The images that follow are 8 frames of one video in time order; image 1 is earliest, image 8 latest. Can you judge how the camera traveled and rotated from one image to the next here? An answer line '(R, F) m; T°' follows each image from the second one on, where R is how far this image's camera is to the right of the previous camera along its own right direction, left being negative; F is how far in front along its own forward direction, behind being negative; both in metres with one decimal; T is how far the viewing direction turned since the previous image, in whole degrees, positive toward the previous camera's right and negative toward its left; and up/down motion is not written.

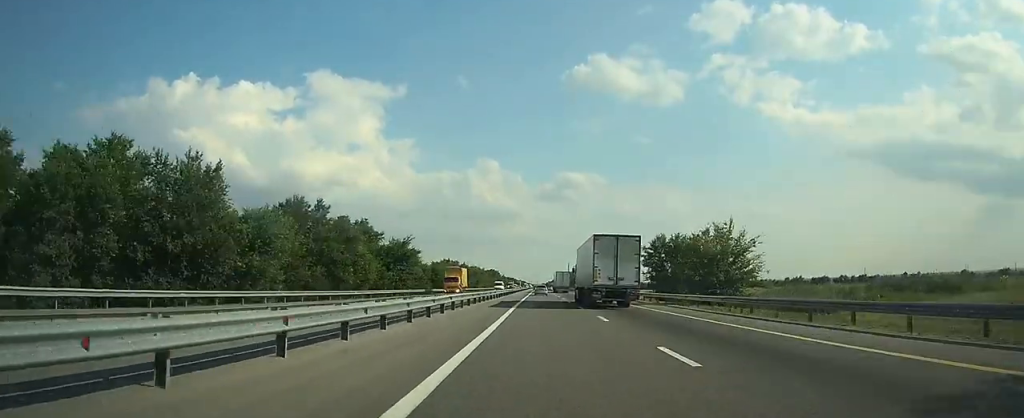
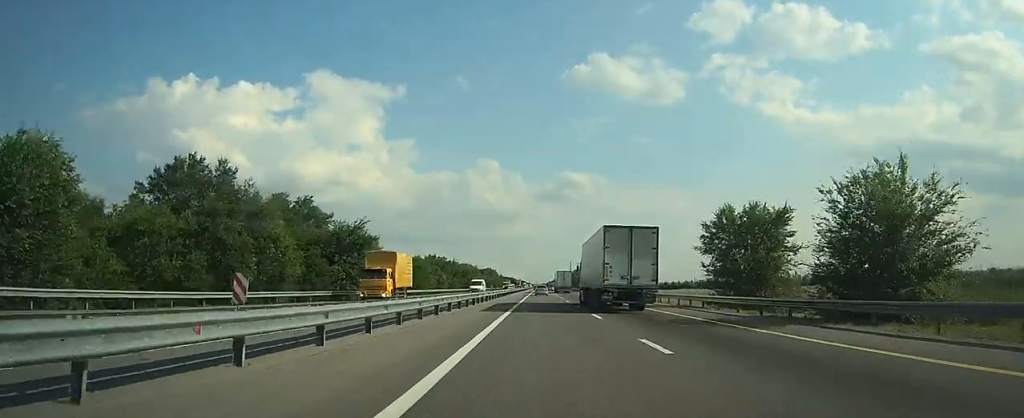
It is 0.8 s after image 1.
(0.0, +22.6) m; 0°
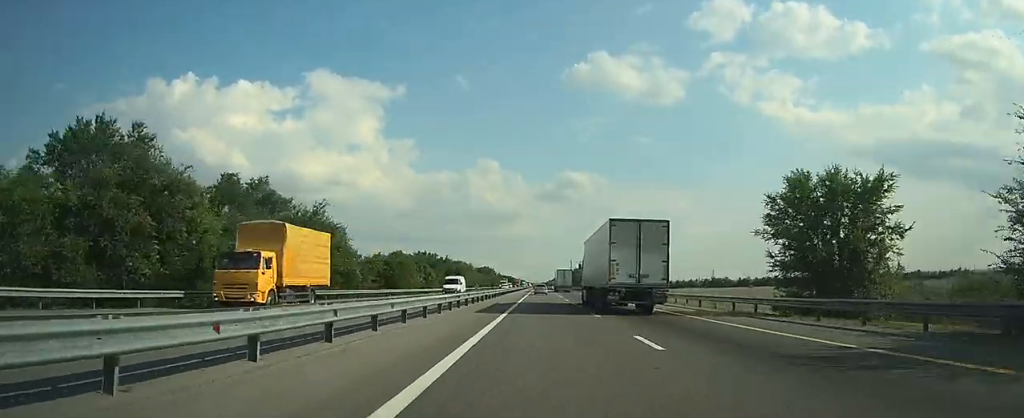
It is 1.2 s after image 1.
(0.0, +11.7) m; 0°
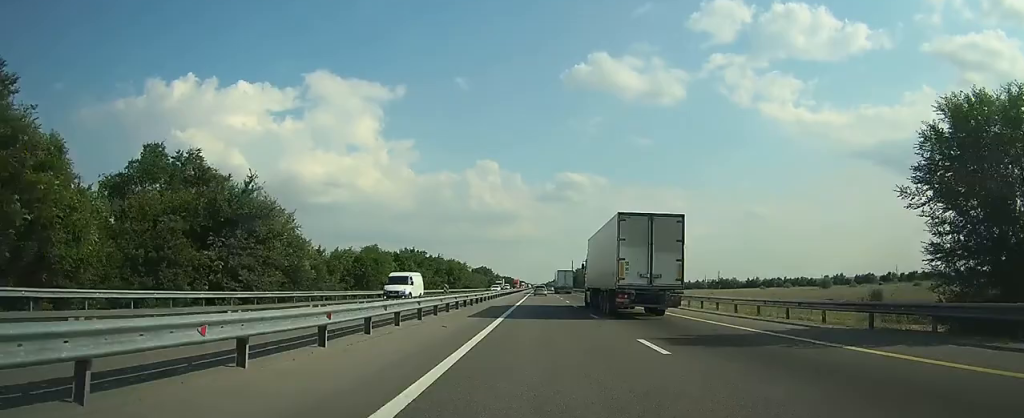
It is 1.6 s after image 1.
(0.0, +12.7) m; 0°
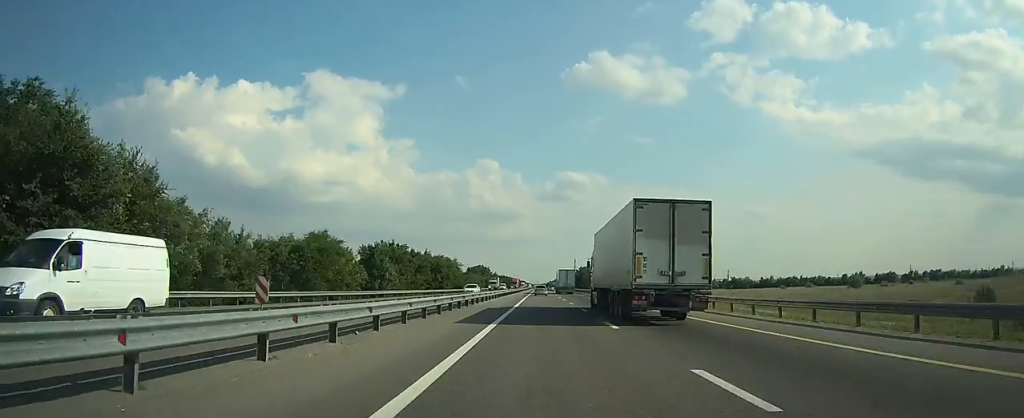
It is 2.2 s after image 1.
(0.0, +17.4) m; 0°
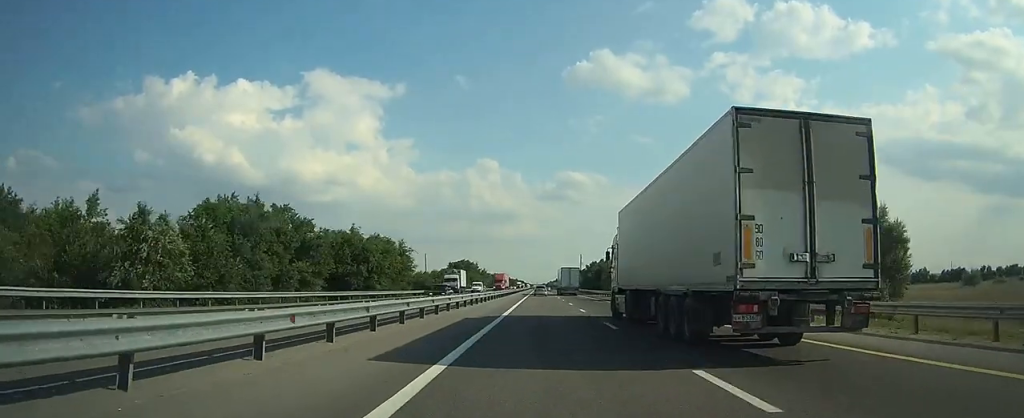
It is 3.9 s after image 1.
(0.0, +48.1) m; 0°
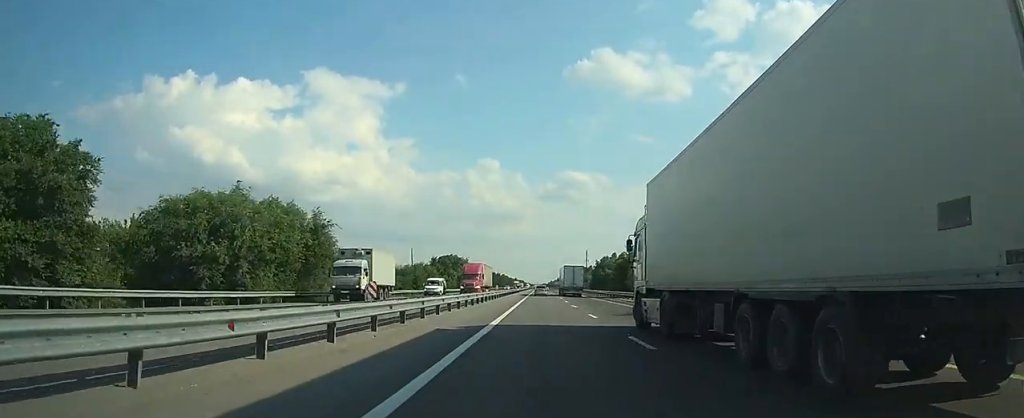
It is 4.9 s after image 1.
(0.0, +29.7) m; 0°
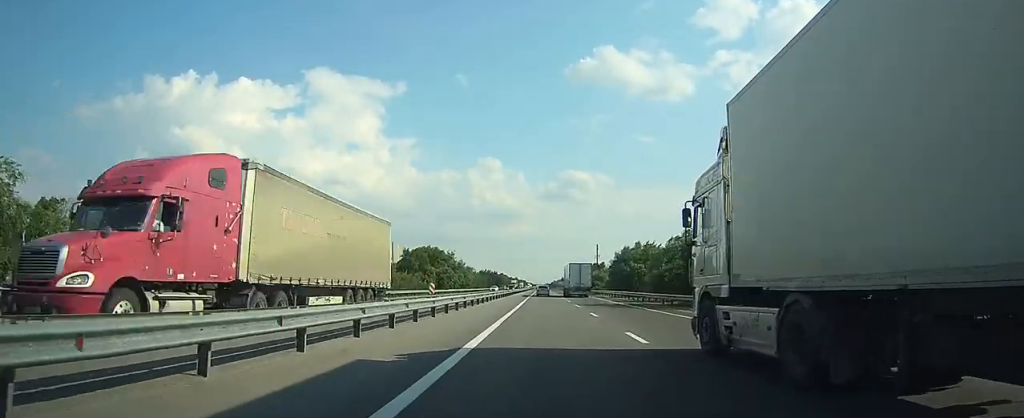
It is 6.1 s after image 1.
(-0.1, +34.5) m; 0°
